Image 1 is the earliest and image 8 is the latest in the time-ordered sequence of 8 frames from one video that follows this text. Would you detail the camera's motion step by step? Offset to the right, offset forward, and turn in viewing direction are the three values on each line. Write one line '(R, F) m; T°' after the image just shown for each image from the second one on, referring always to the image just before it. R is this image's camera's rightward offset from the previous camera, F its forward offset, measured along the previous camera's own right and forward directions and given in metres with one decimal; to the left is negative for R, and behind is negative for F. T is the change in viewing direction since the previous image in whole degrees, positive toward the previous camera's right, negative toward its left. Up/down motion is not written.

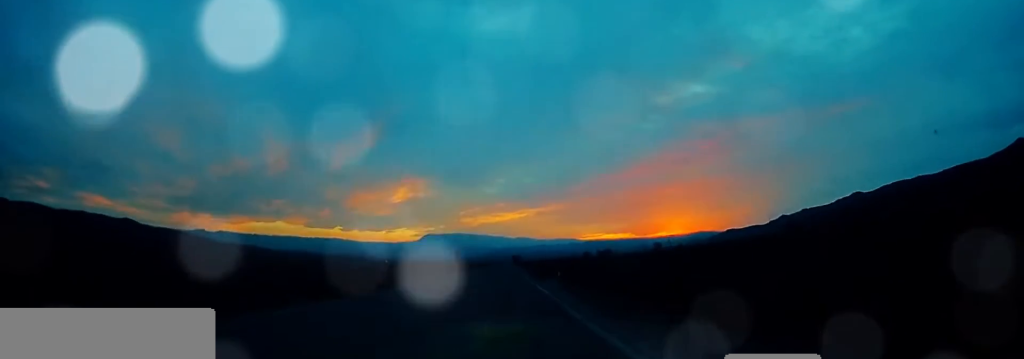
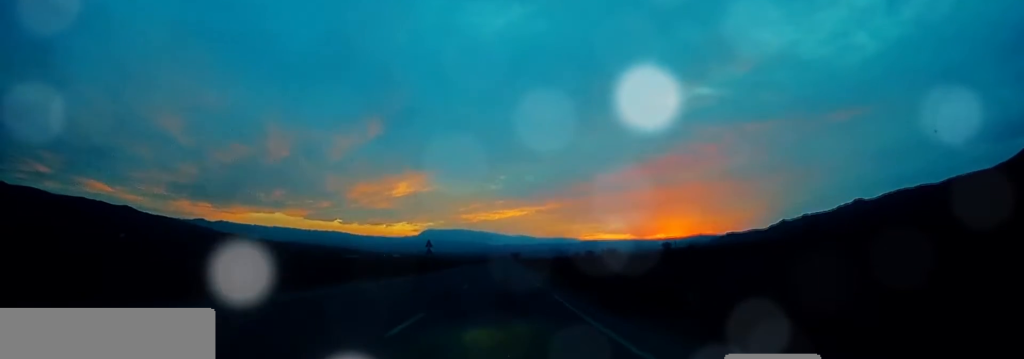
(0.0, +30.2) m; 0°
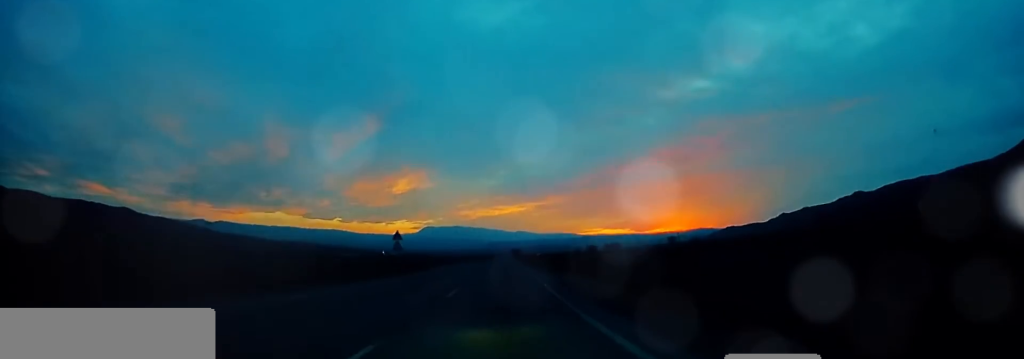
(0.0, +15.9) m; 0°
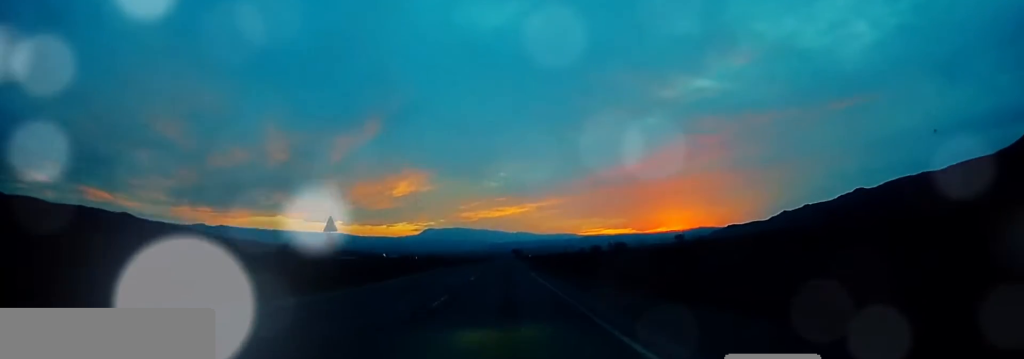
(0.0, +15.2) m; 0°
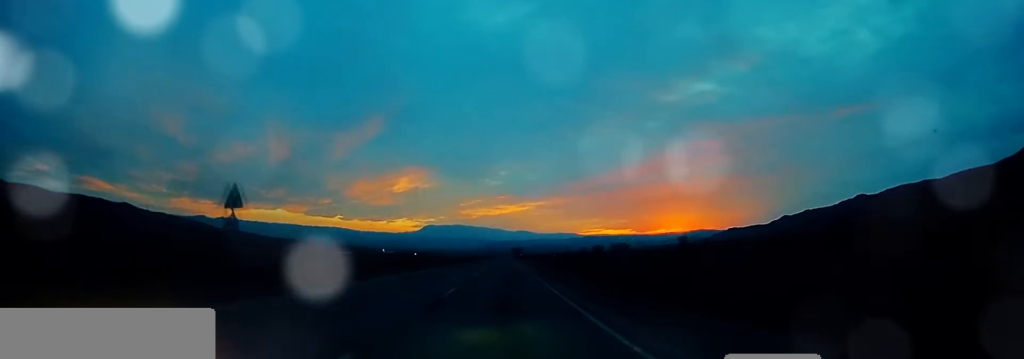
(0.0, +9.2) m; 0°
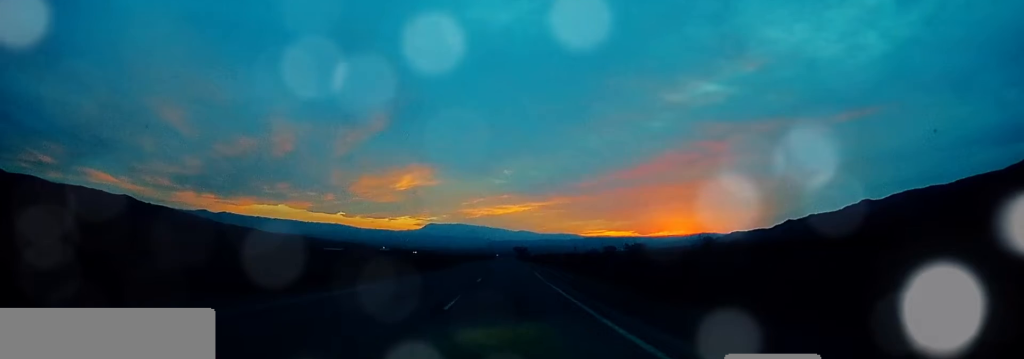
(-0.1, +47.2) m; -4°
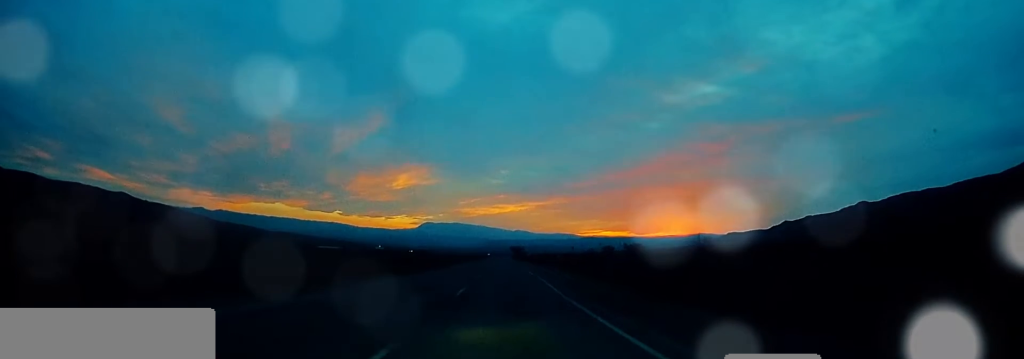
(-0.7, +8.3) m; 0°
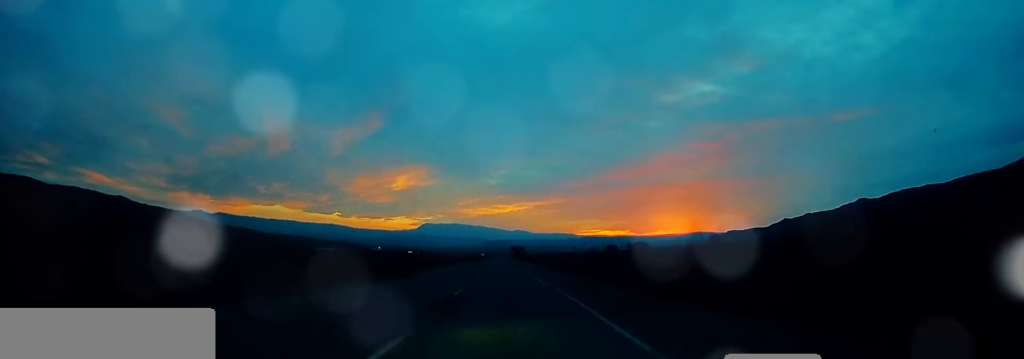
(-0.2, +10.9) m; +1°
